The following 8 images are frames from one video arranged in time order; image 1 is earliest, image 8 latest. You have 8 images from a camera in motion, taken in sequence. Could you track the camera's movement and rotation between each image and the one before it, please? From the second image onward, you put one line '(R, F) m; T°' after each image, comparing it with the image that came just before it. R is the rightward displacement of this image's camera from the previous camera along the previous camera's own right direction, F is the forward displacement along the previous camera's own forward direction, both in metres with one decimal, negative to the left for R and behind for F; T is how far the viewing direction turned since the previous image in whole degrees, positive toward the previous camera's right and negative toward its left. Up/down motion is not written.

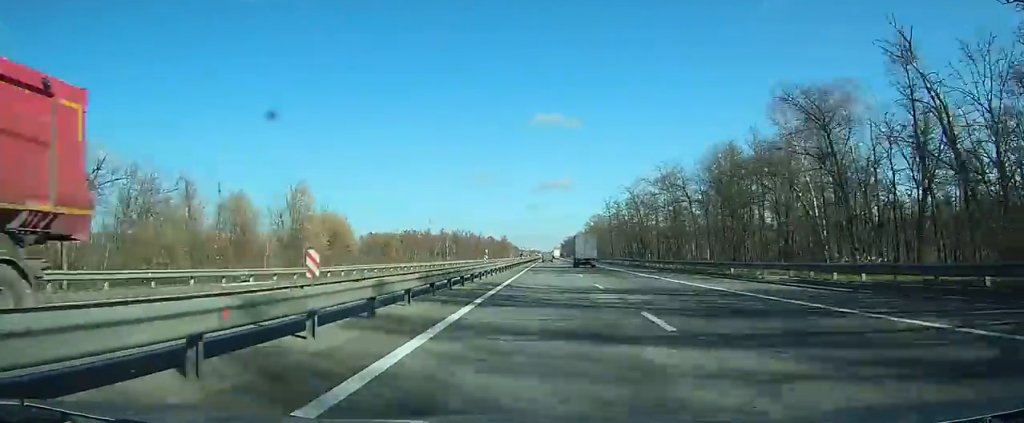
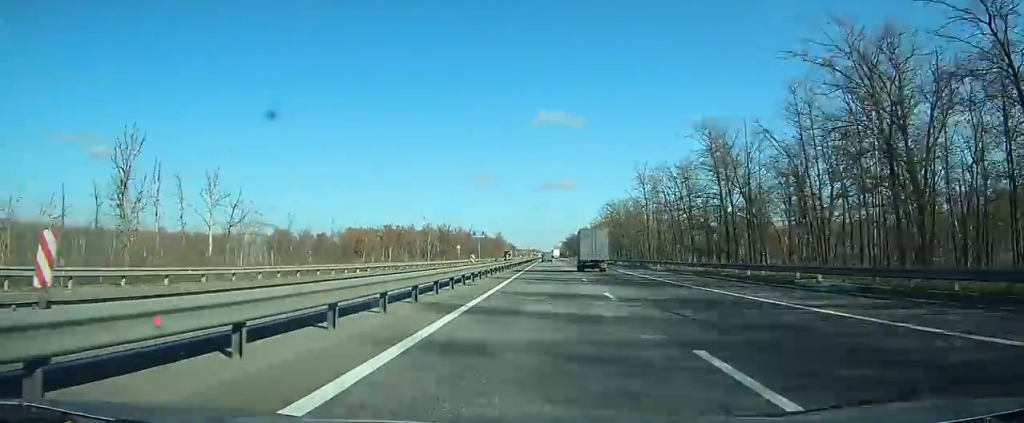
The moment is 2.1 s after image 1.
(0.0, +51.6) m; 0°
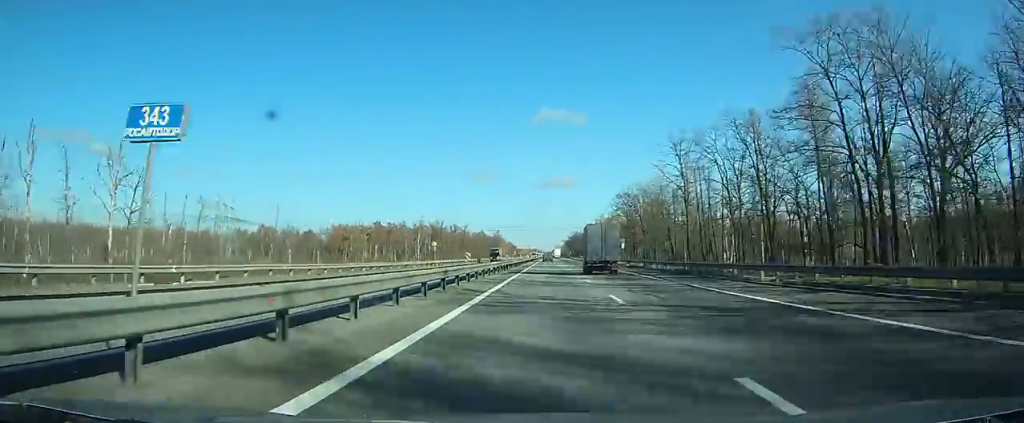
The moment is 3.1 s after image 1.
(0.0, +24.7) m; 0°
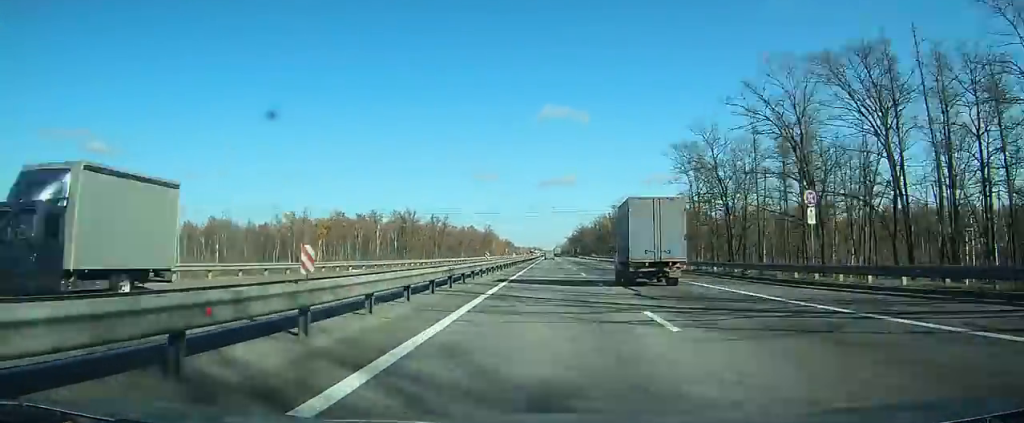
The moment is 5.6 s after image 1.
(+0.1, +65.0) m; 0°
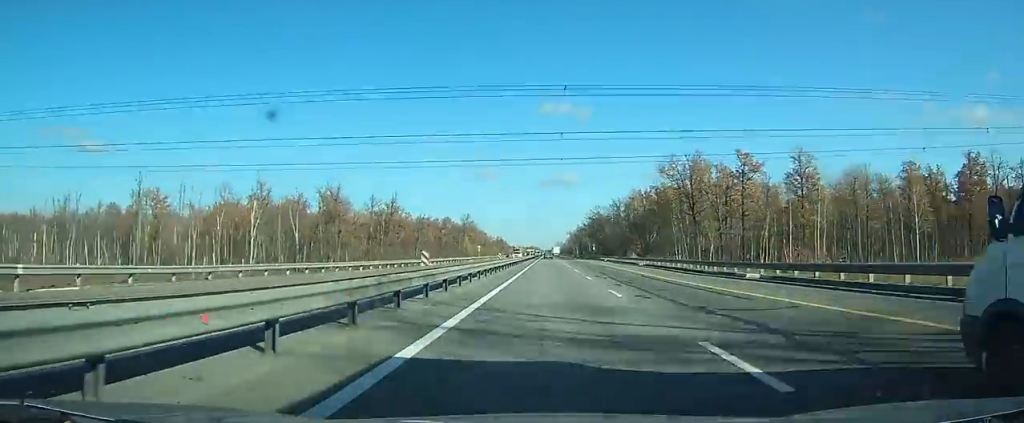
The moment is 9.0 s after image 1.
(-0.1, +91.4) m; 0°
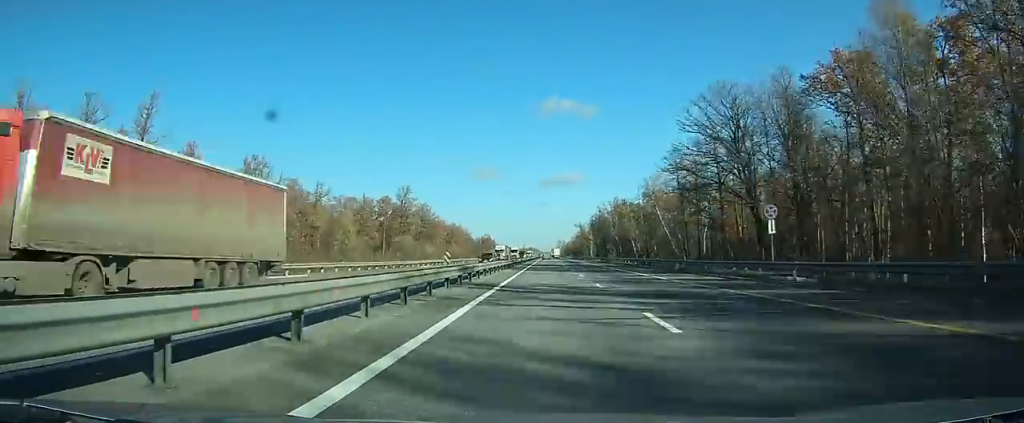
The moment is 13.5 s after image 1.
(-0.1, +113.1) m; 0°
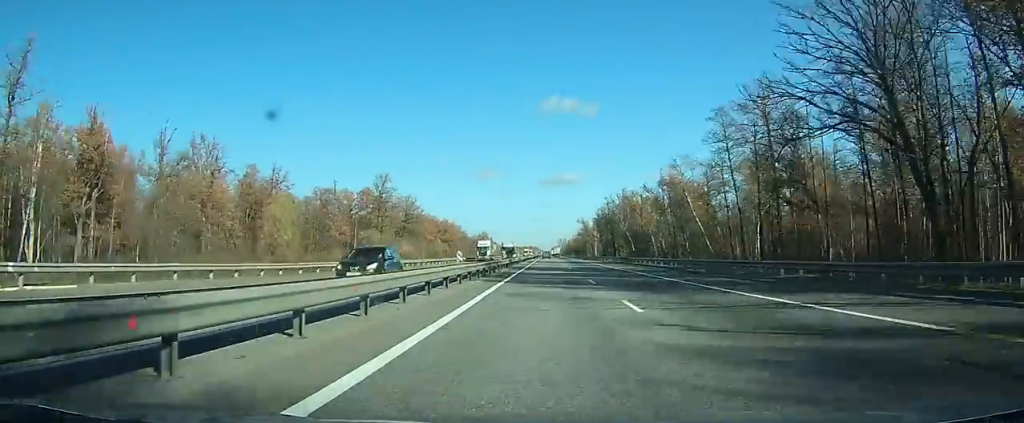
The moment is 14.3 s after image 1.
(0.0, +19.9) m; 0°
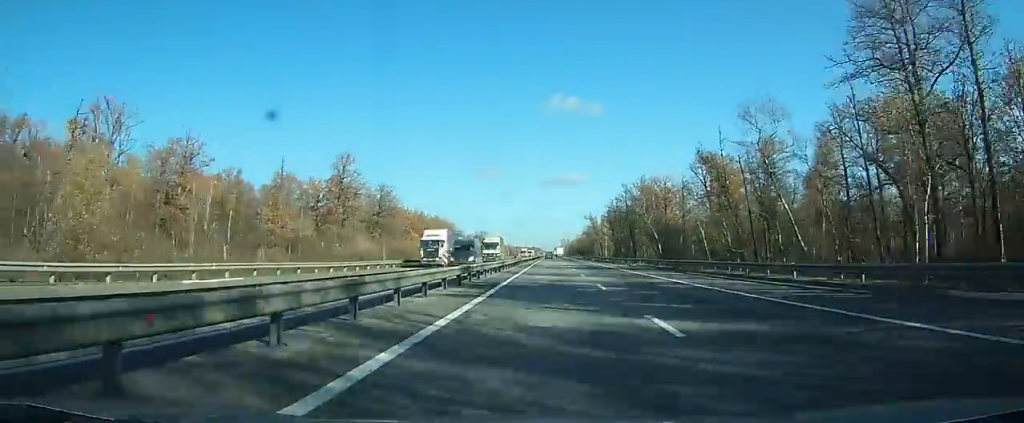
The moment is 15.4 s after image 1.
(+0.1, +28.3) m; 0°
